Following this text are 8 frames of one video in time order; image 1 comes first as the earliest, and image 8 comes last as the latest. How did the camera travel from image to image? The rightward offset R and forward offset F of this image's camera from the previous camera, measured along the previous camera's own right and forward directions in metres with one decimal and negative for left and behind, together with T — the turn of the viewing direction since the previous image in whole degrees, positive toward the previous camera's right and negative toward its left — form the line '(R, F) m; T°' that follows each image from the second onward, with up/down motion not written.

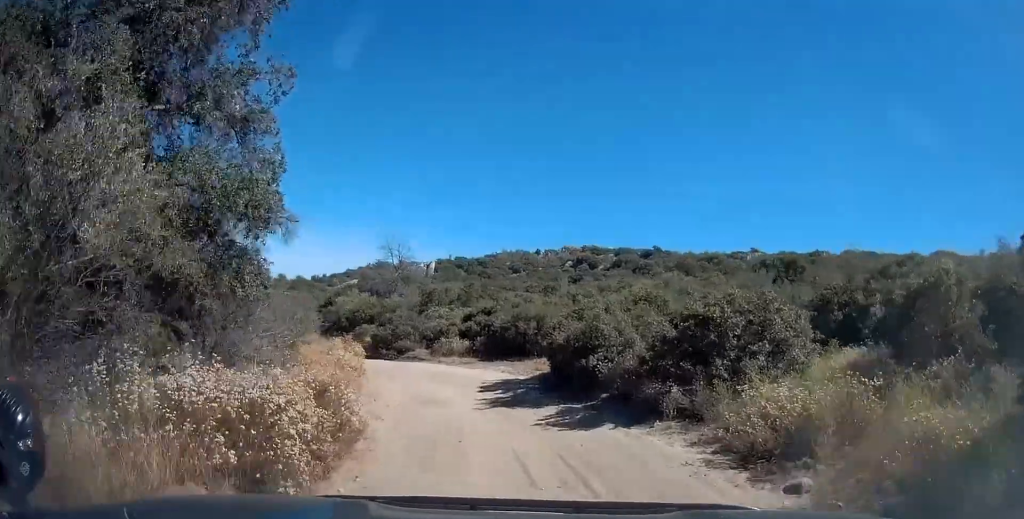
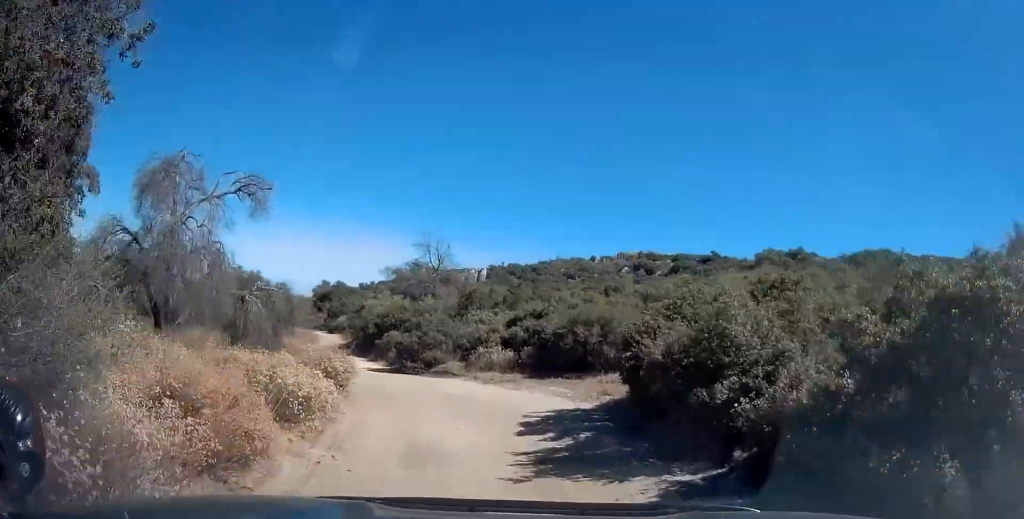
(-0.2, +6.1) m; -3°
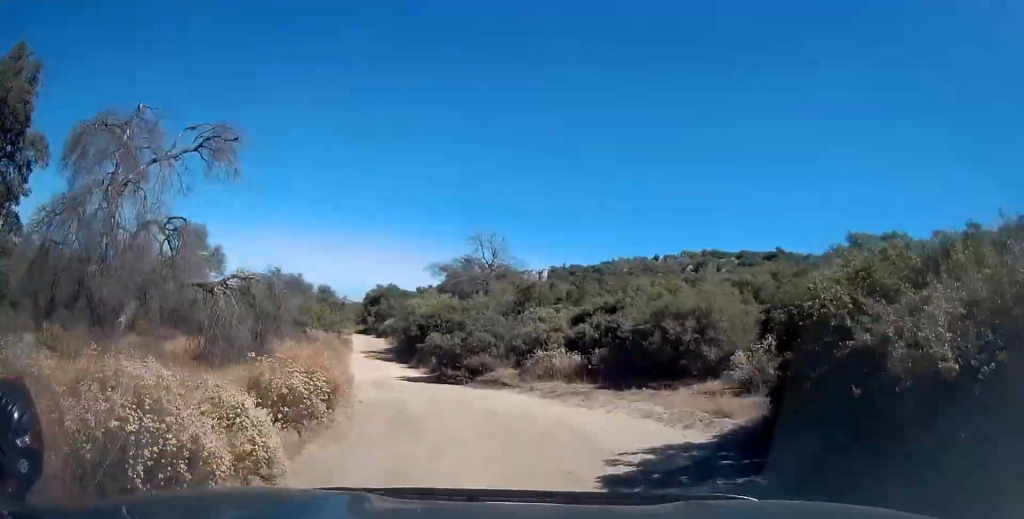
(0.0, +5.0) m; -3°
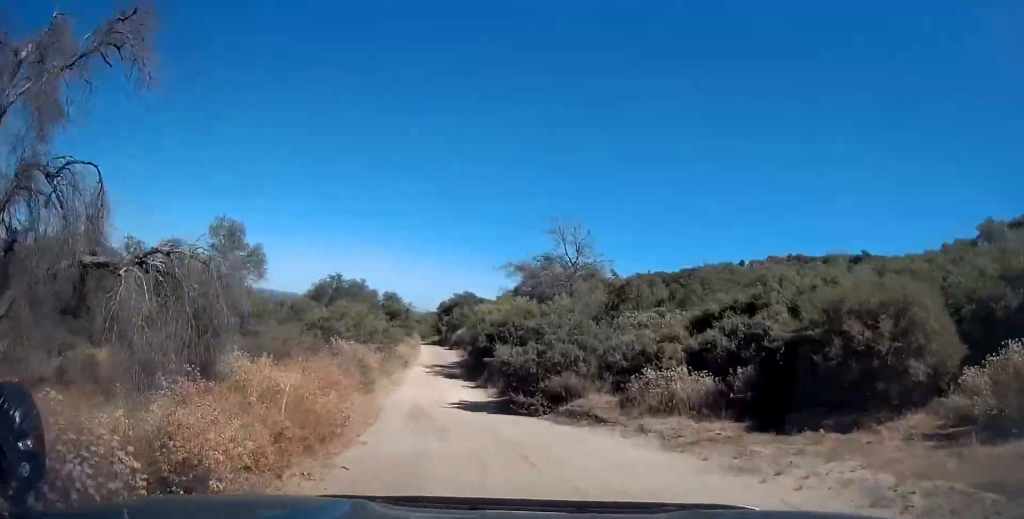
(-0.2, +5.7) m; -9°
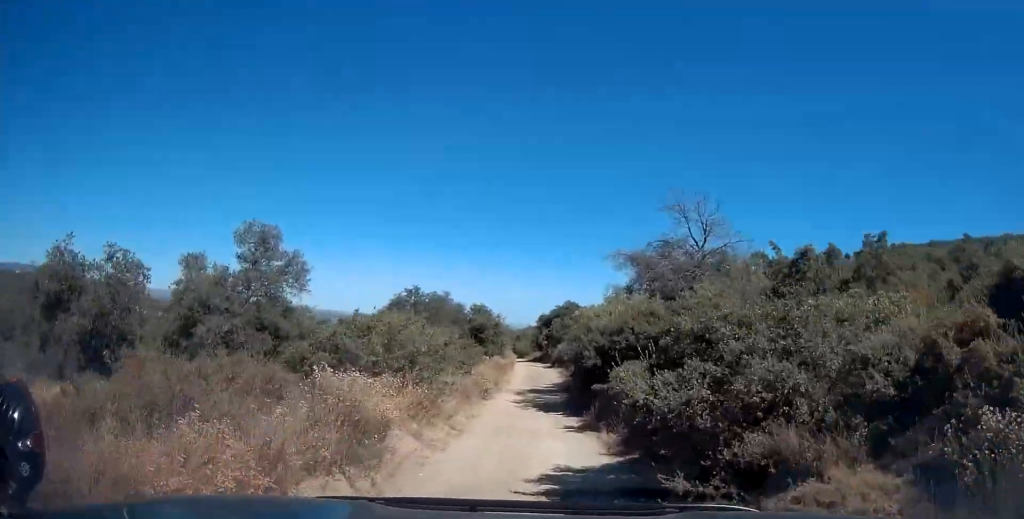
(-1.2, +8.0) m; -12°
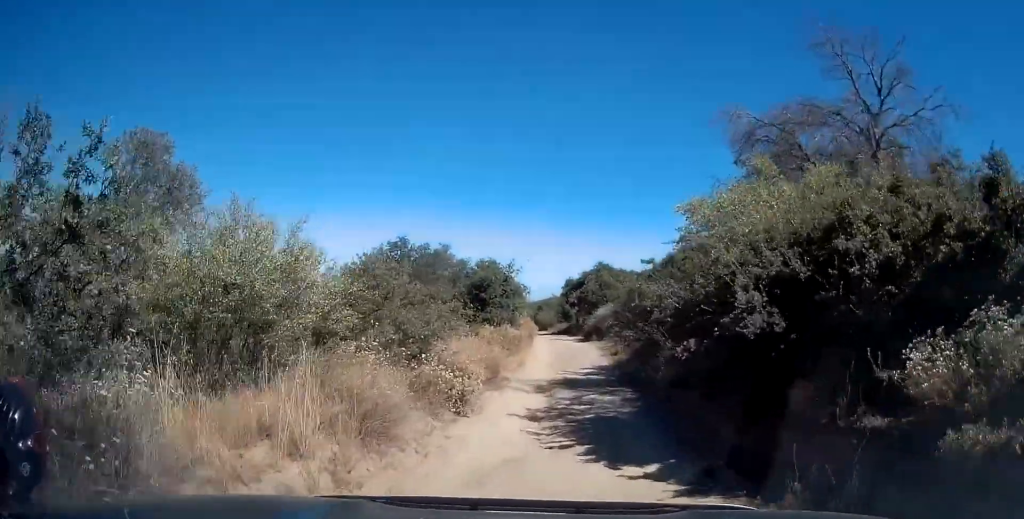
(-0.7, +13.1) m; -2°
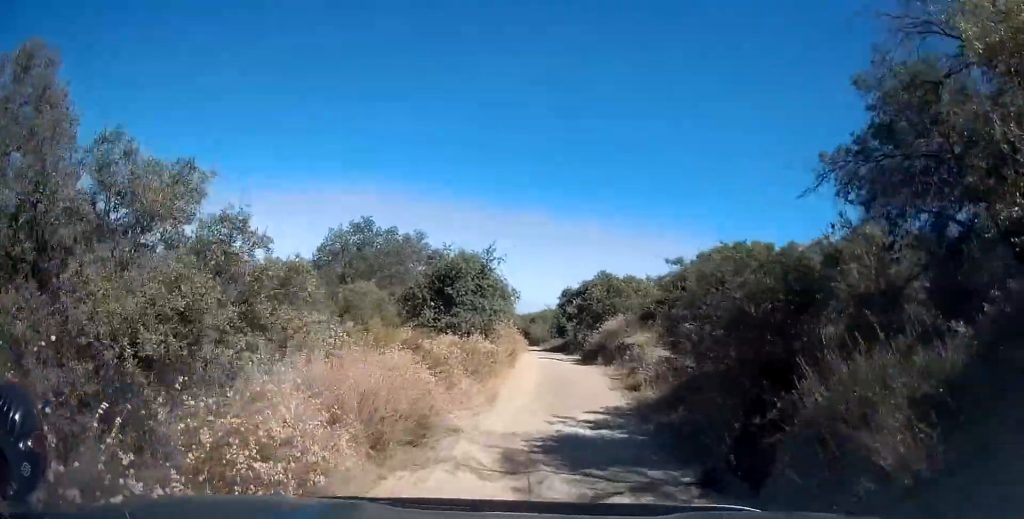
(+0.1, +7.5) m; +1°
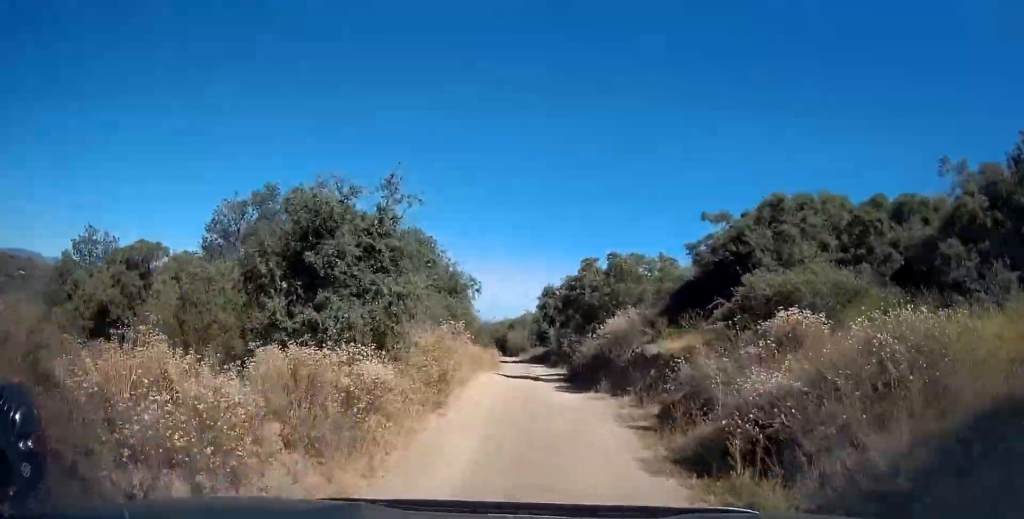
(0.0, +9.2) m; 0°
